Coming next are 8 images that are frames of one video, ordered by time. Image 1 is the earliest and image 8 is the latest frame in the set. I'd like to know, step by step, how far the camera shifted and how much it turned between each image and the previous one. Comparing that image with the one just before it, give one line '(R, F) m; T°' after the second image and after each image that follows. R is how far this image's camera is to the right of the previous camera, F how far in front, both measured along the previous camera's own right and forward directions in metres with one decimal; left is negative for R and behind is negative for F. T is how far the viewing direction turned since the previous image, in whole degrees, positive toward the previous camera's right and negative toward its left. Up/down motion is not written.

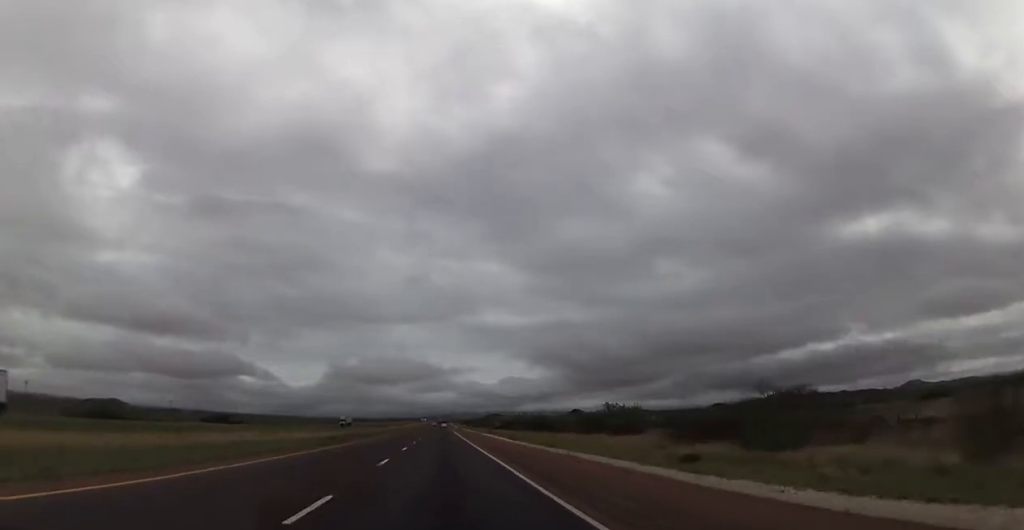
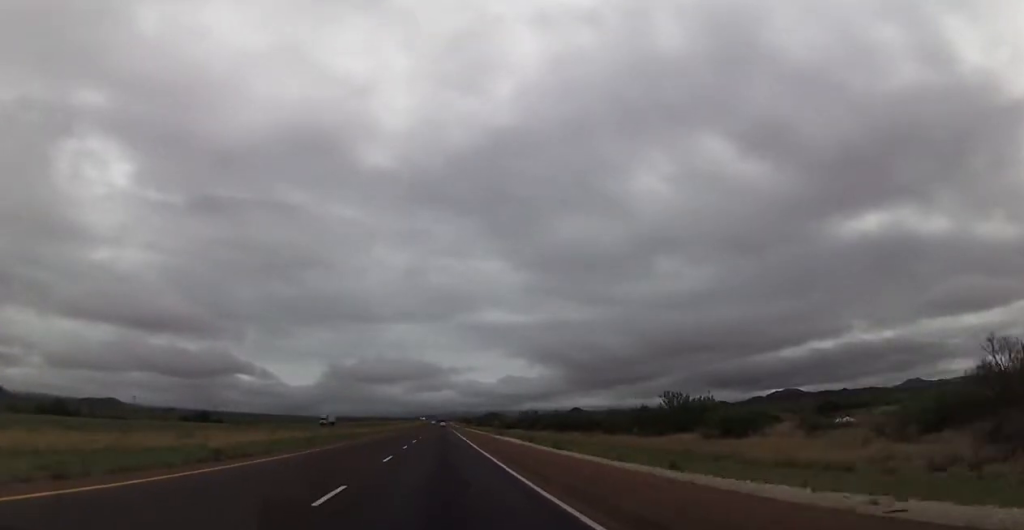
(0.0, +22.4) m; 0°
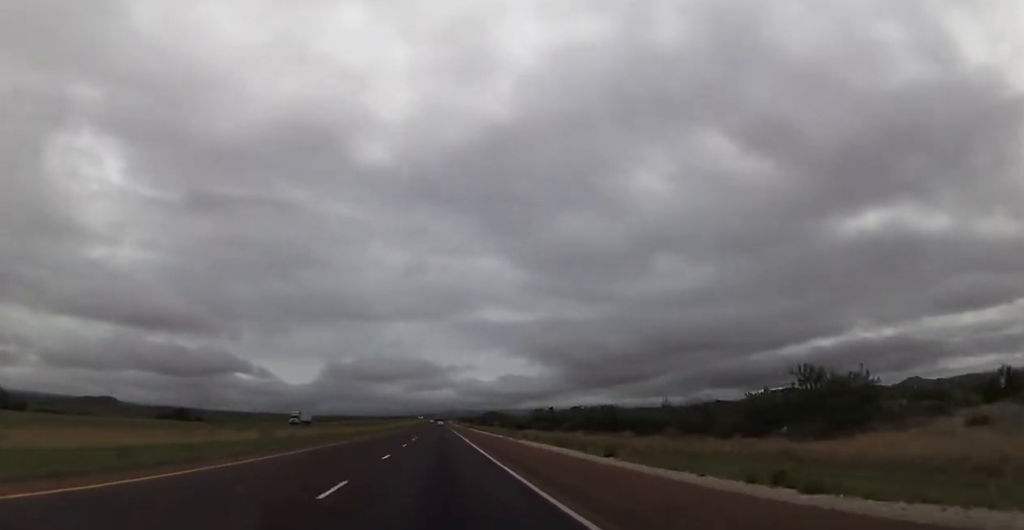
(0.0, +23.5) m; 0°
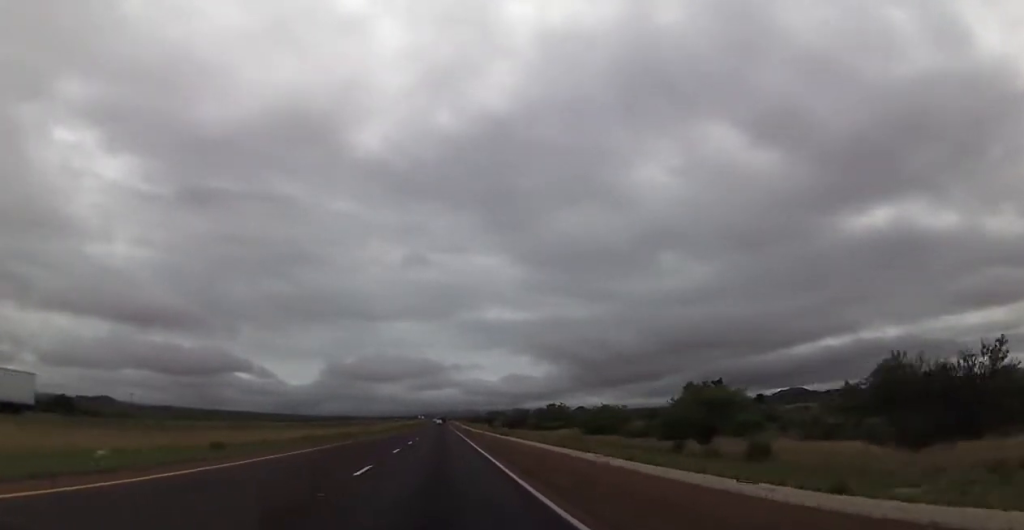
(0.0, +80.1) m; 0°
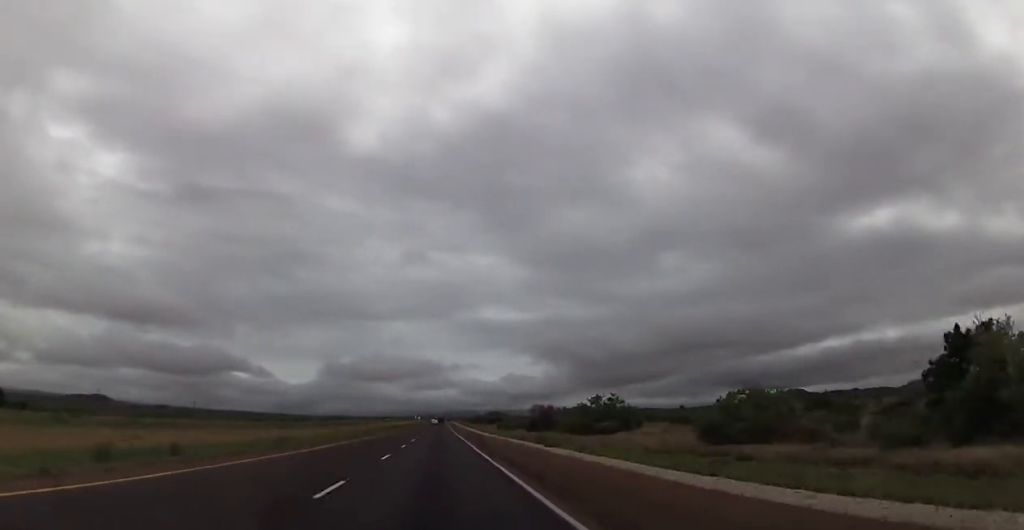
(0.0, +29.4) m; 0°
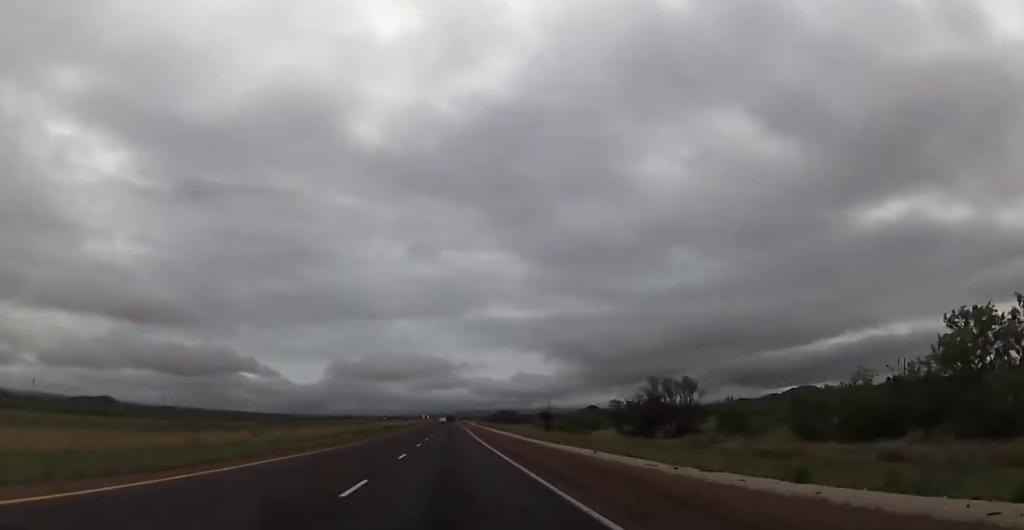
(-0.4, +48.2) m; -1°
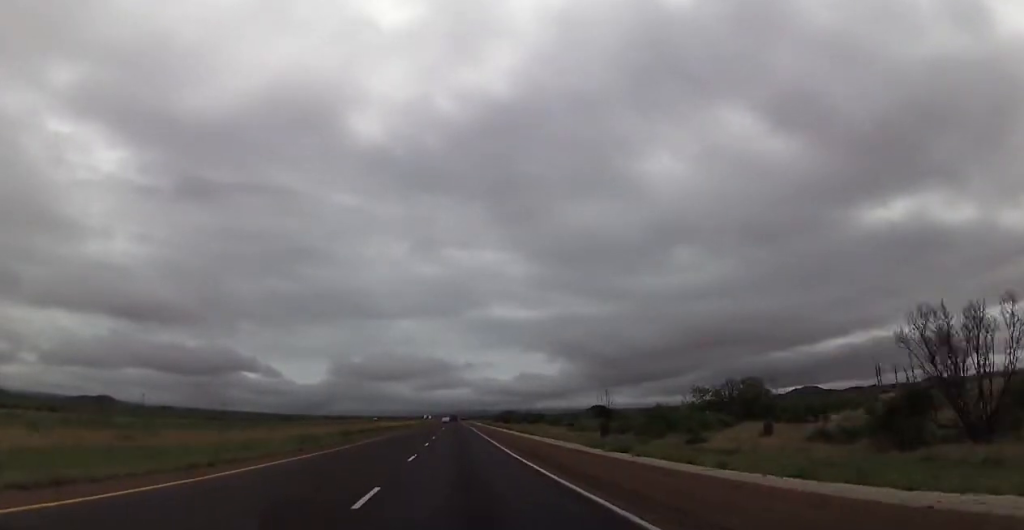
(-0.3, +25.9) m; 0°
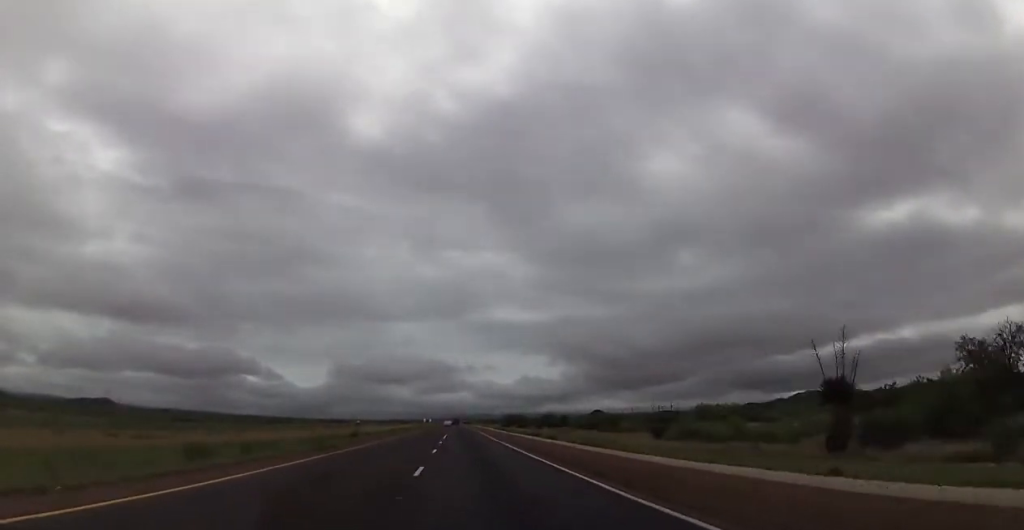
(+0.4, +30.5) m; 0°
